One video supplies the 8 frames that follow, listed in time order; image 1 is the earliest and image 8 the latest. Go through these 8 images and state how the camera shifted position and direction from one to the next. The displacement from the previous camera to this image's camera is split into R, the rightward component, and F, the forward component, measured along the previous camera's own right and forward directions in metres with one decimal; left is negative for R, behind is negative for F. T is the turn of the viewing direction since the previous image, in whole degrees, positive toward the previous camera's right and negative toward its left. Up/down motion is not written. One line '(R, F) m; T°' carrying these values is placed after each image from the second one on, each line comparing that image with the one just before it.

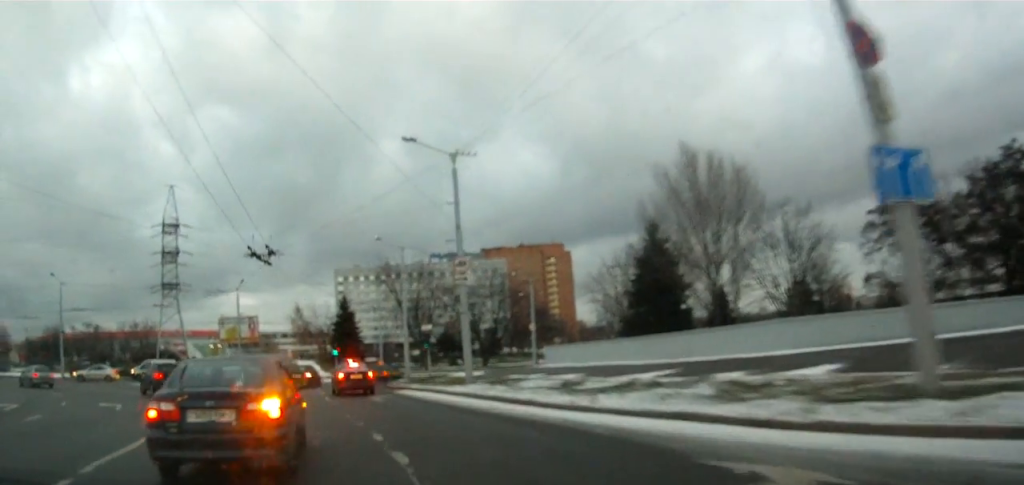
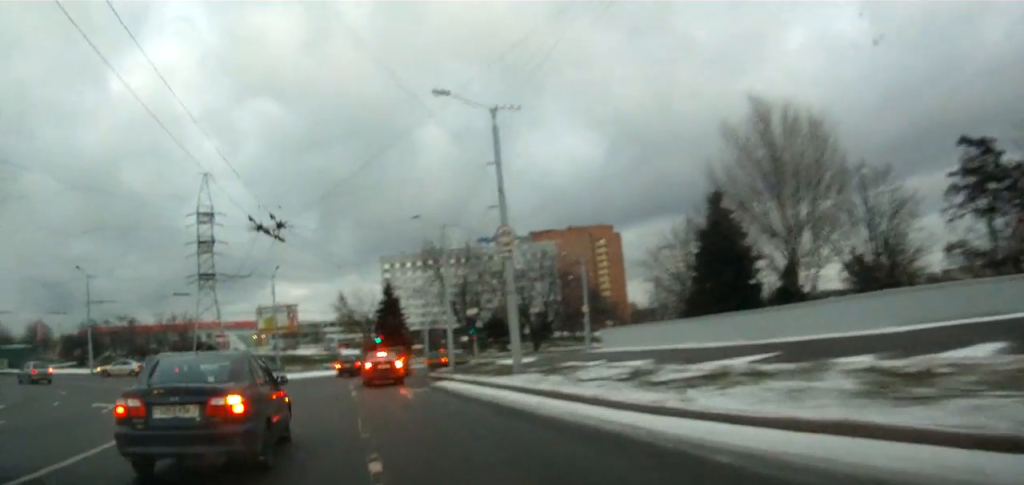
(+0.1, +3.8) m; -3°
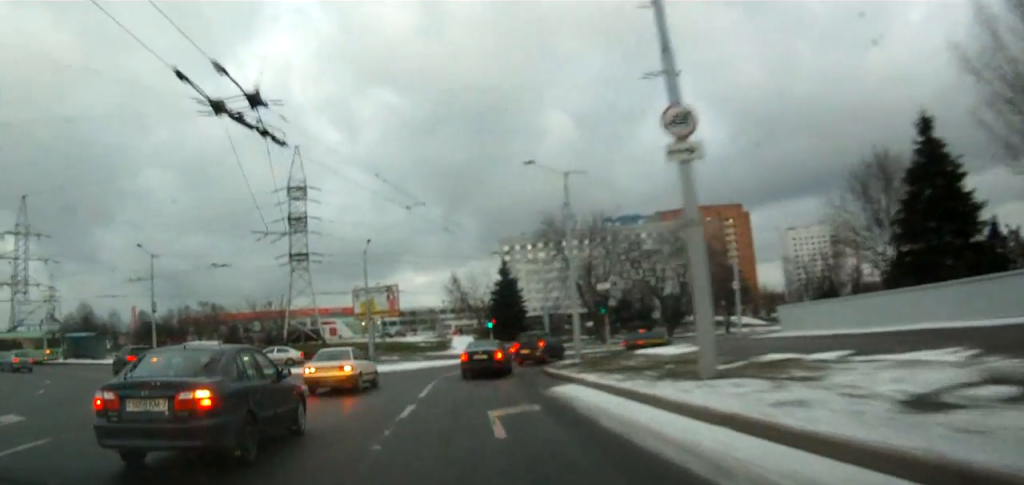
(-0.8, +10.1) m; -10°
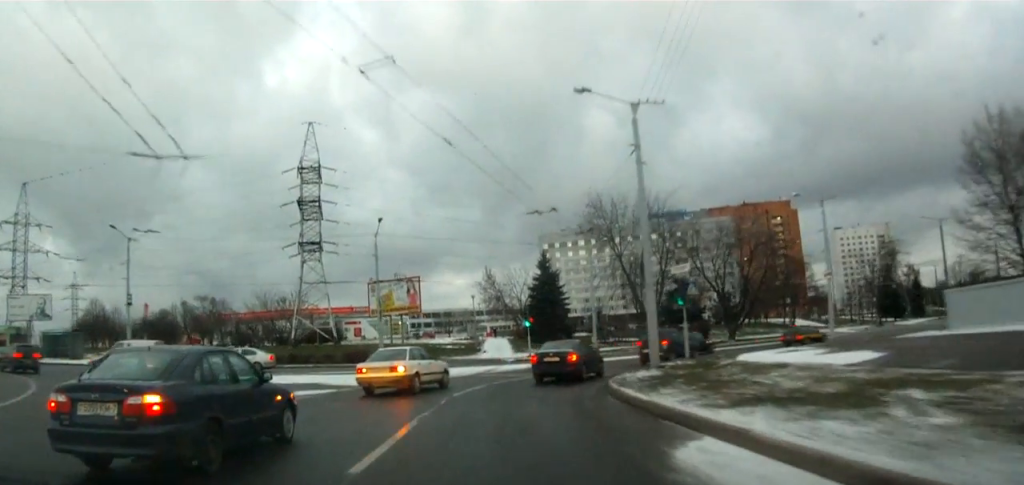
(-0.8, +9.4) m; -5°
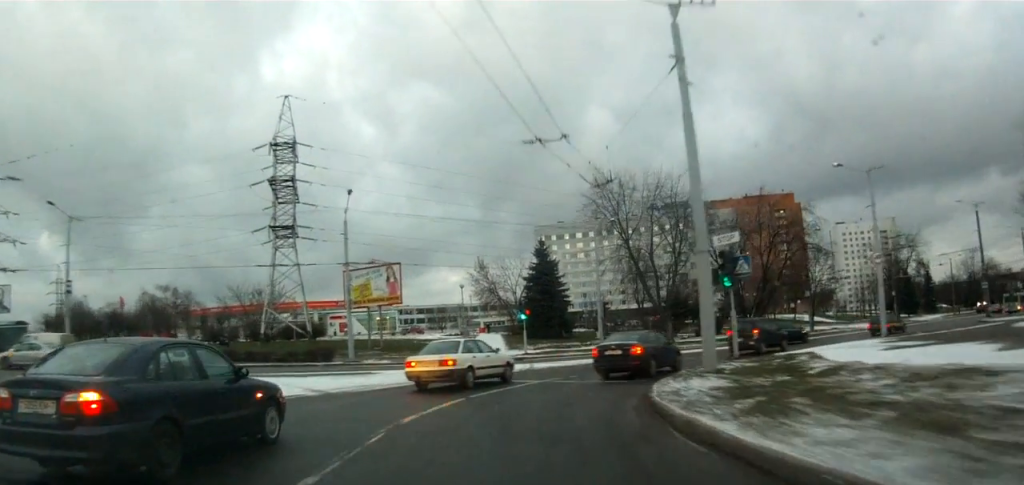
(-0.1, +6.5) m; +2°
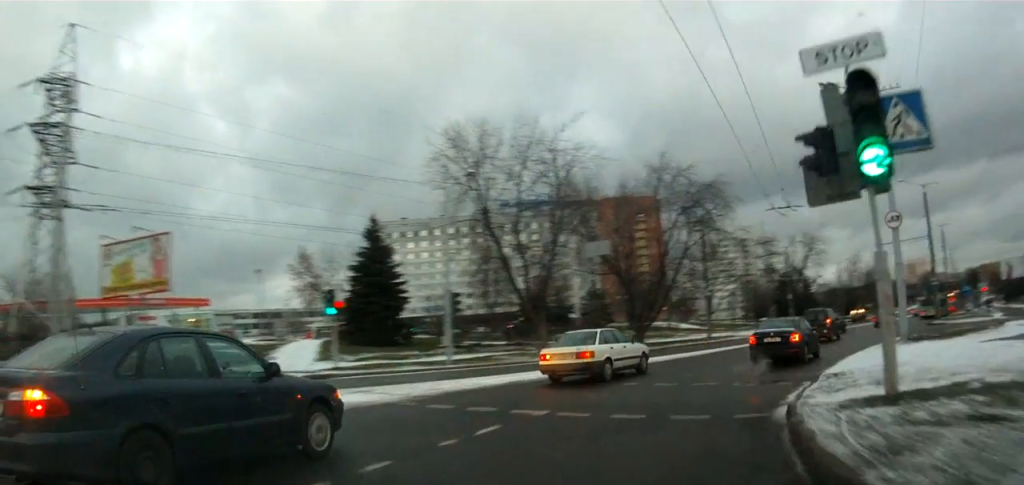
(+1.3, +15.5) m; +13°
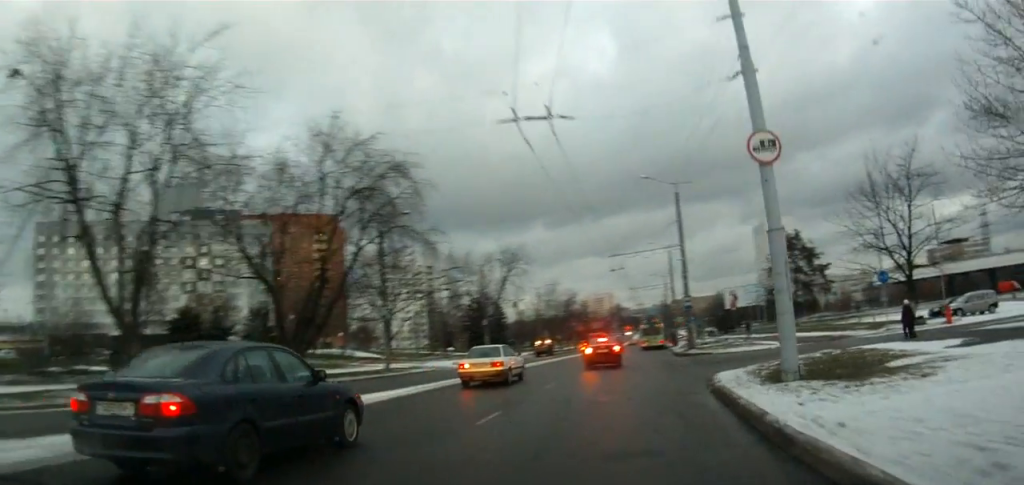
(+2.7, +13.1) m; +27°
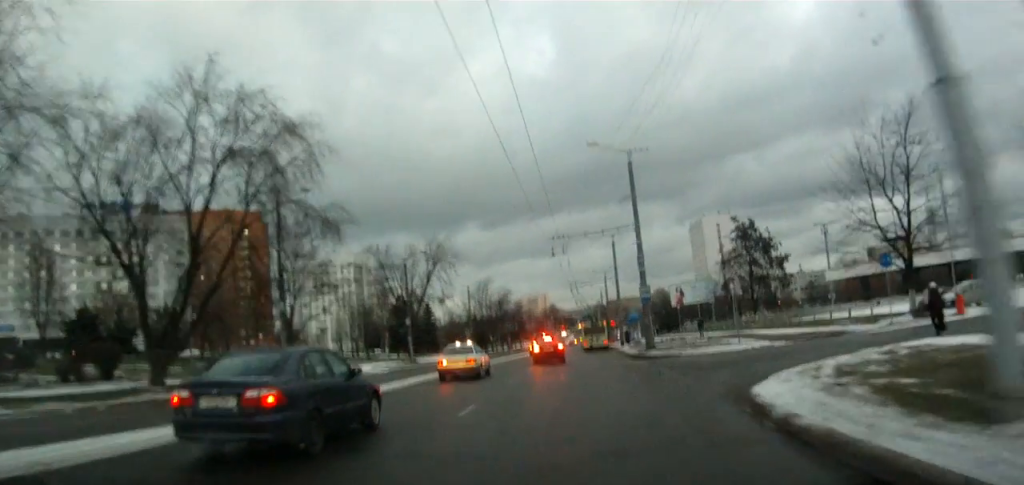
(+0.9, +7.0) m; +8°
